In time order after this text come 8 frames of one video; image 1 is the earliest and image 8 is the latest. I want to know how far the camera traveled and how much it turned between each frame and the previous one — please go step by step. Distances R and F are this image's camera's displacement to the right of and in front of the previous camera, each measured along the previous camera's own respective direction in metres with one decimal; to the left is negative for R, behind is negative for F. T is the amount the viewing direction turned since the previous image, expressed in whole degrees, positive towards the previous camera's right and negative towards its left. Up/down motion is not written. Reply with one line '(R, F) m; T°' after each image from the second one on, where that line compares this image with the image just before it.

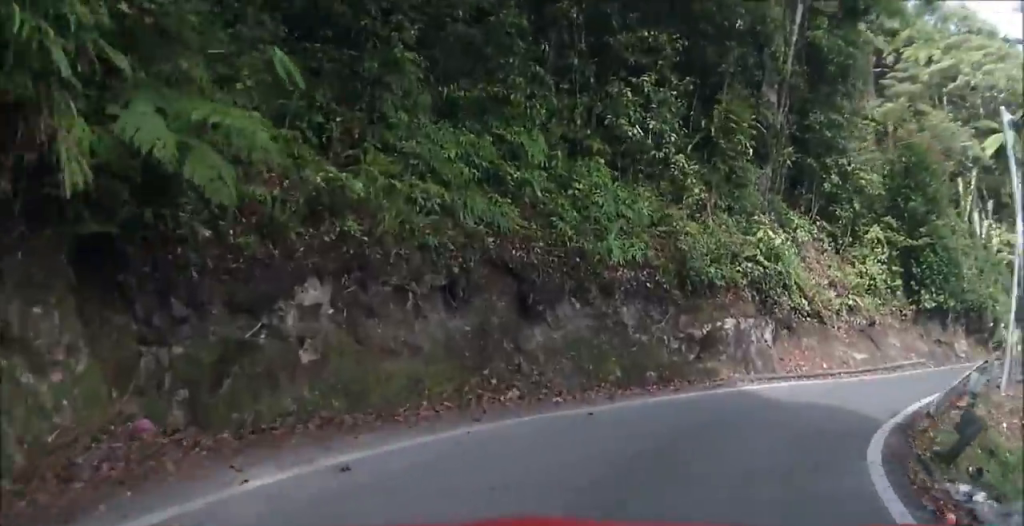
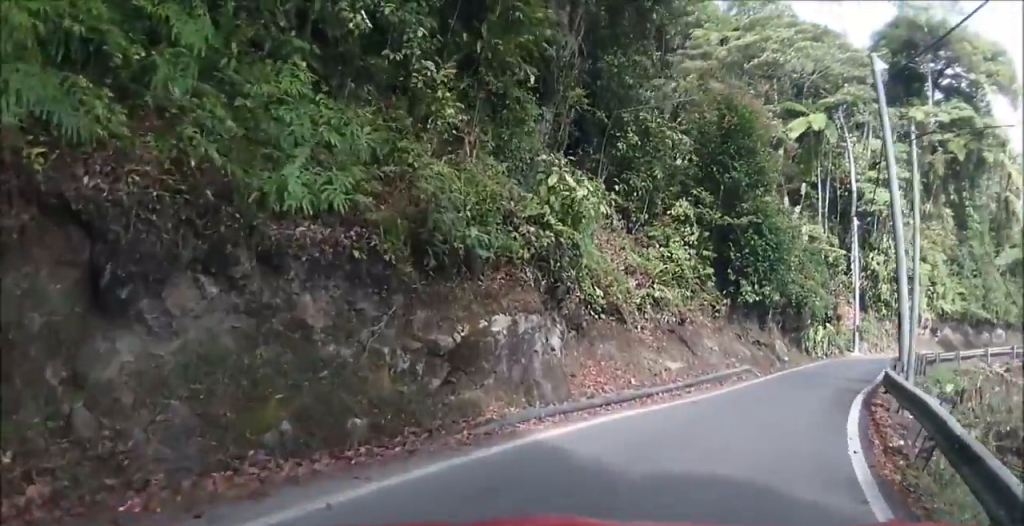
(+0.1, +6.0) m; +4°
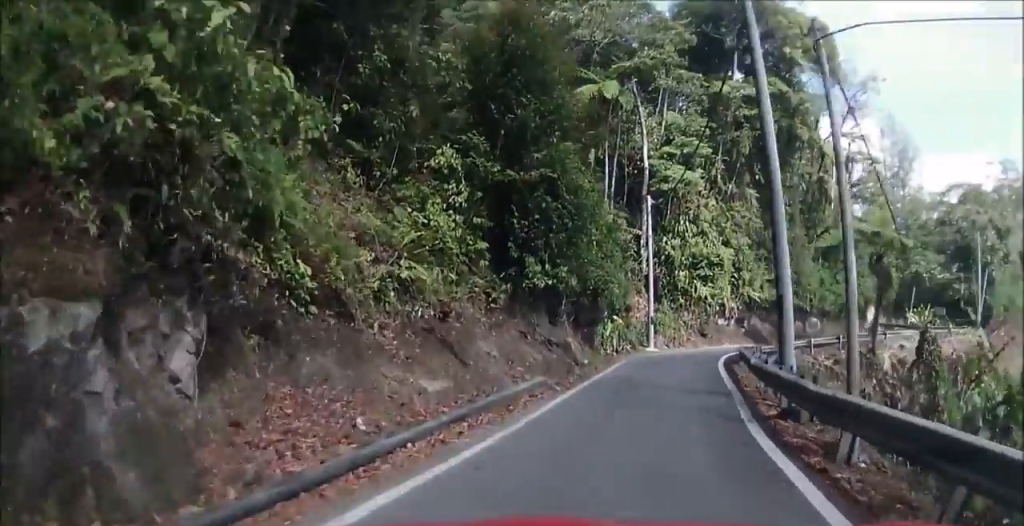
(+0.3, +6.3) m; +12°
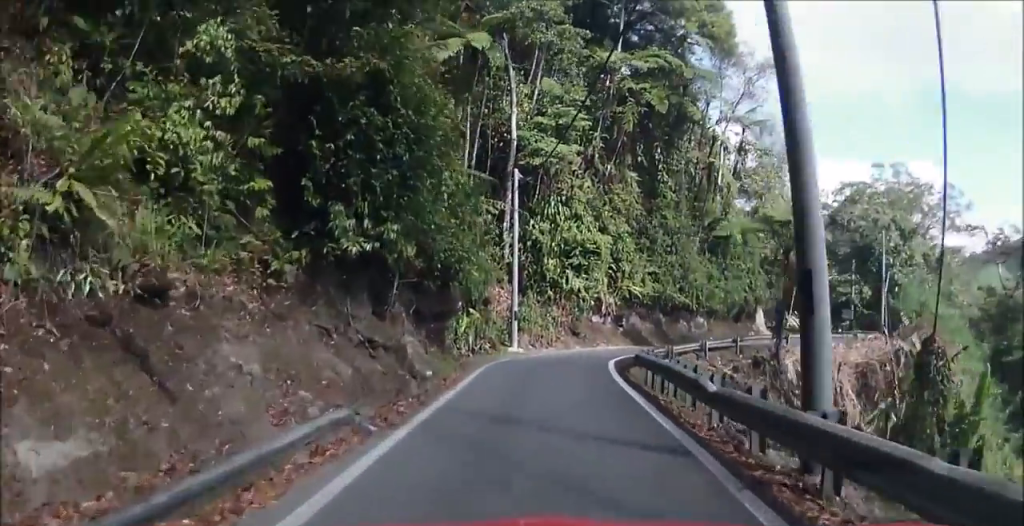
(+0.5, +5.8) m; +15°
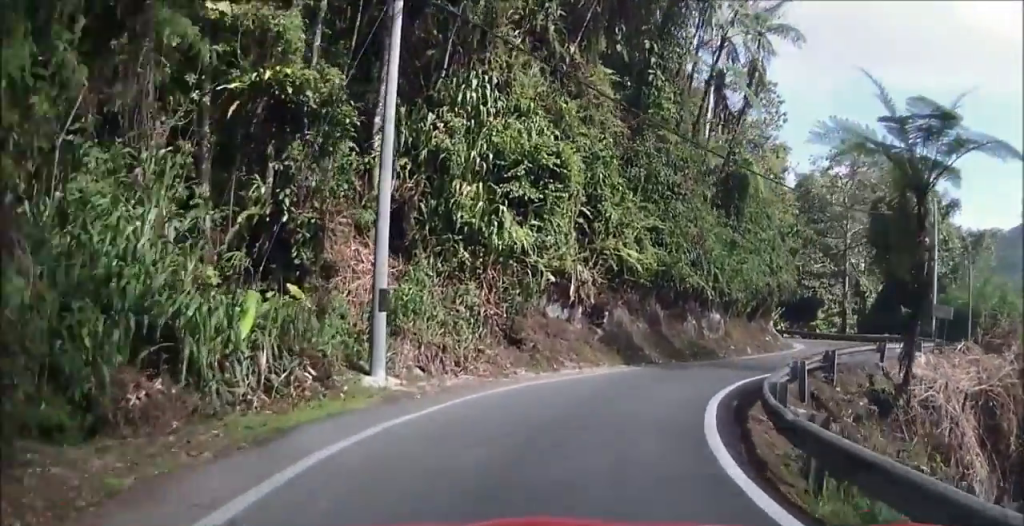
(+6.1, +16.1) m; +30°
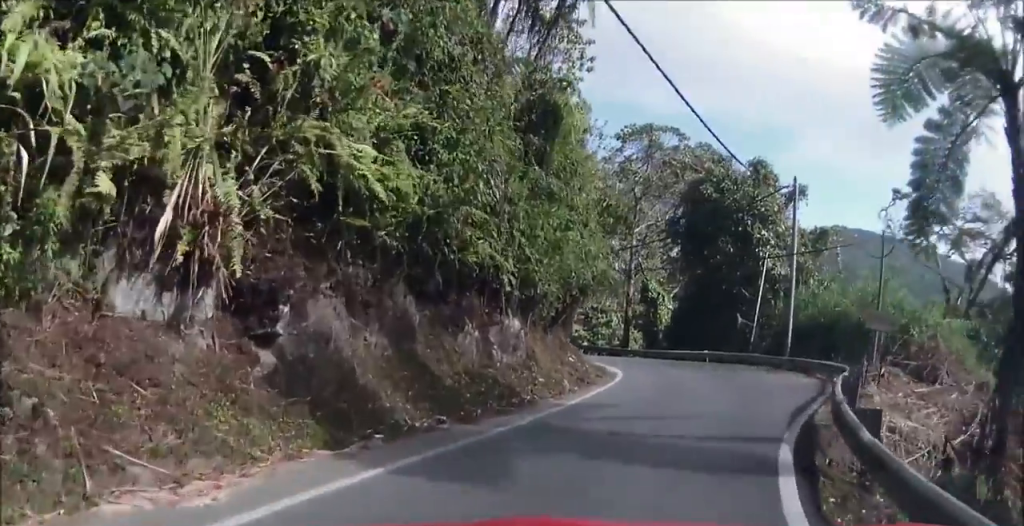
(+1.3, +12.6) m; +13°
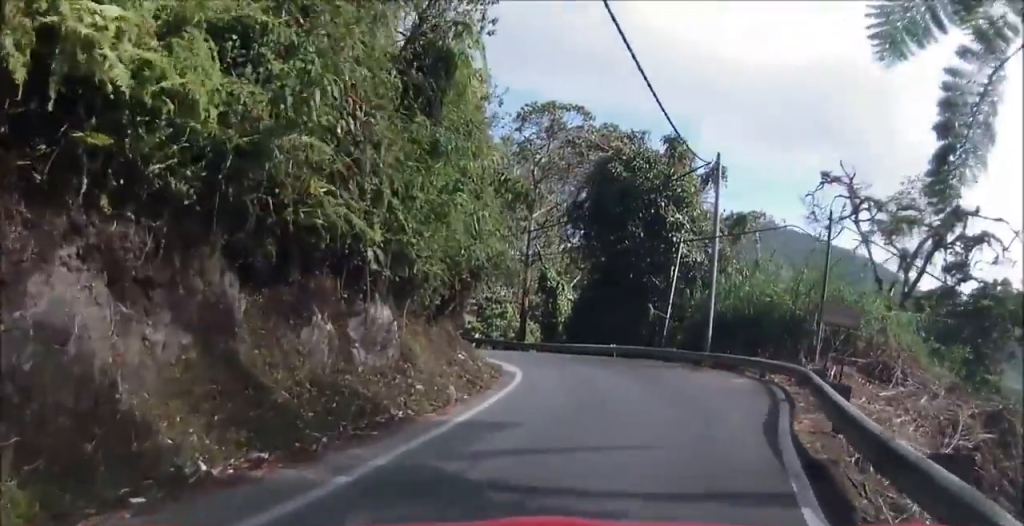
(+0.1, +3.9) m; +5°
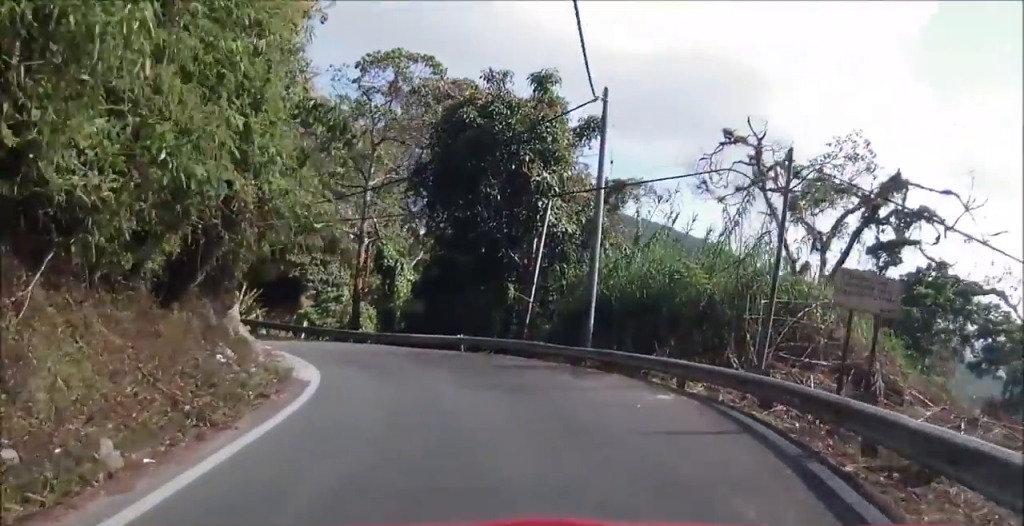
(+0.5, +7.9) m; +14°
